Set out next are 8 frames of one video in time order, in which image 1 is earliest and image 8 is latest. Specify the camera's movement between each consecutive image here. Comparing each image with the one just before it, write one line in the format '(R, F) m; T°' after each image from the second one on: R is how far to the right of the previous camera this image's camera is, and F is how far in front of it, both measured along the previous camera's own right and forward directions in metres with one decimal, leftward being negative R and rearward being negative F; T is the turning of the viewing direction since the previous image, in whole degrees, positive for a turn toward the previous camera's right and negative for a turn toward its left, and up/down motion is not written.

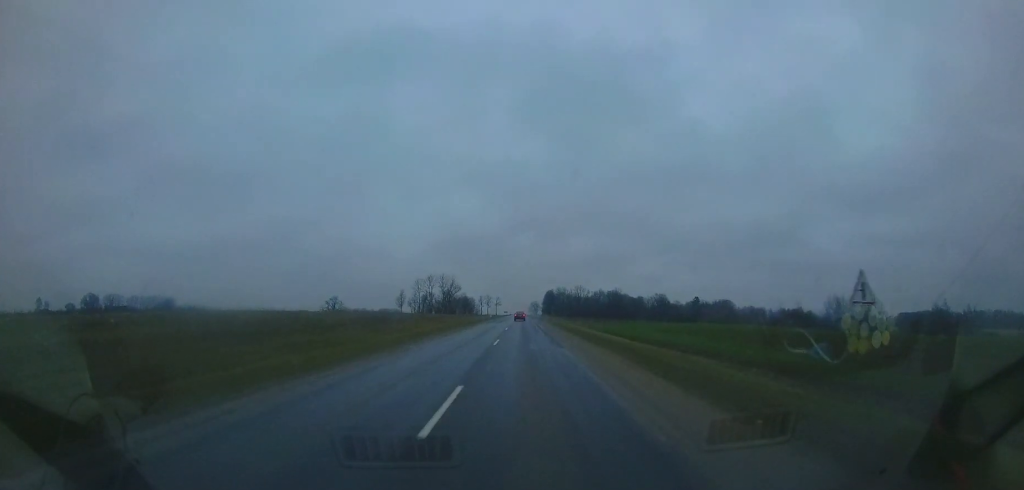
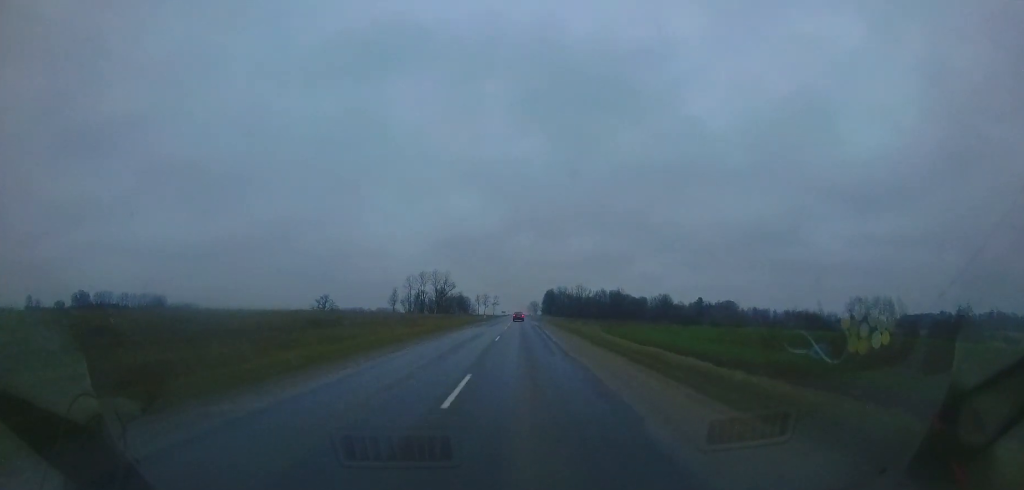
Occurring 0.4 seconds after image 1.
(0.0, +10.4) m; 0°
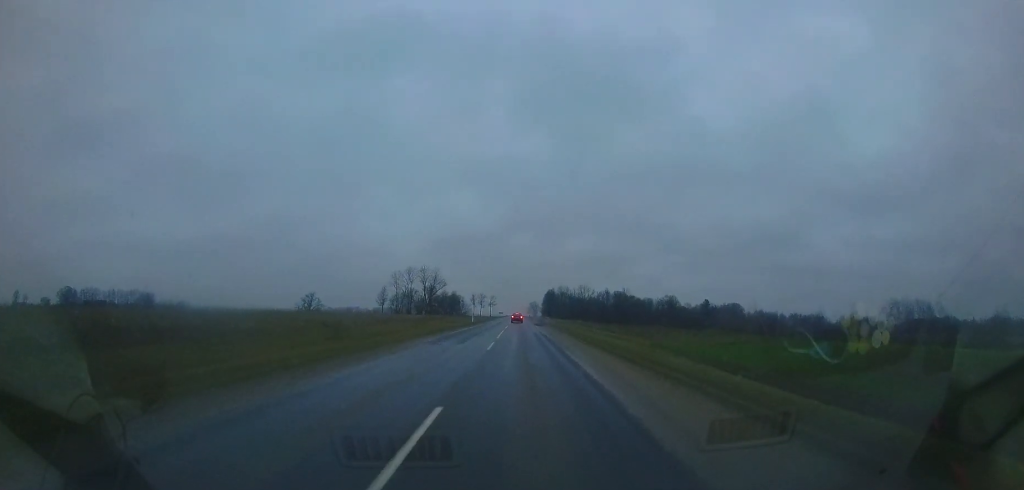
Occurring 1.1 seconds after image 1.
(+0.1, +15.1) m; 0°
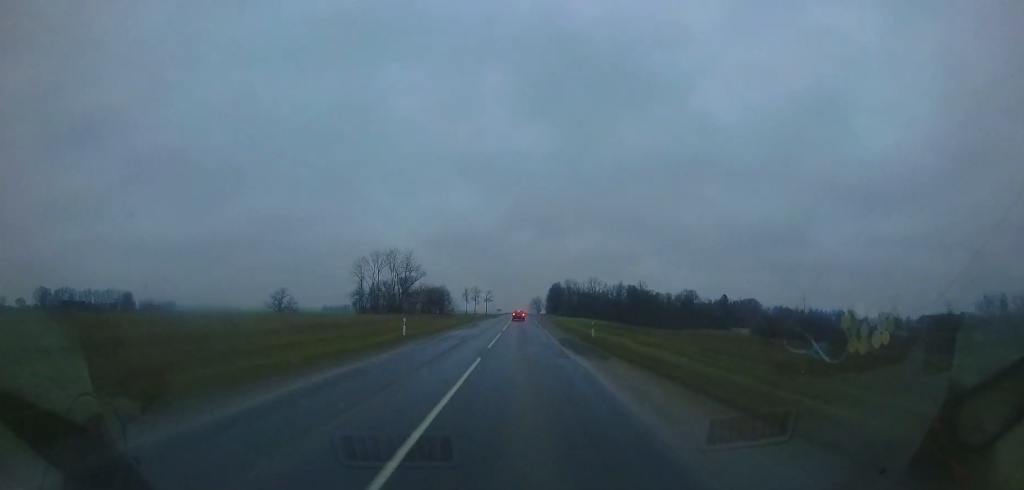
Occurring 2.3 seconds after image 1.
(+0.1, +29.9) m; 0°
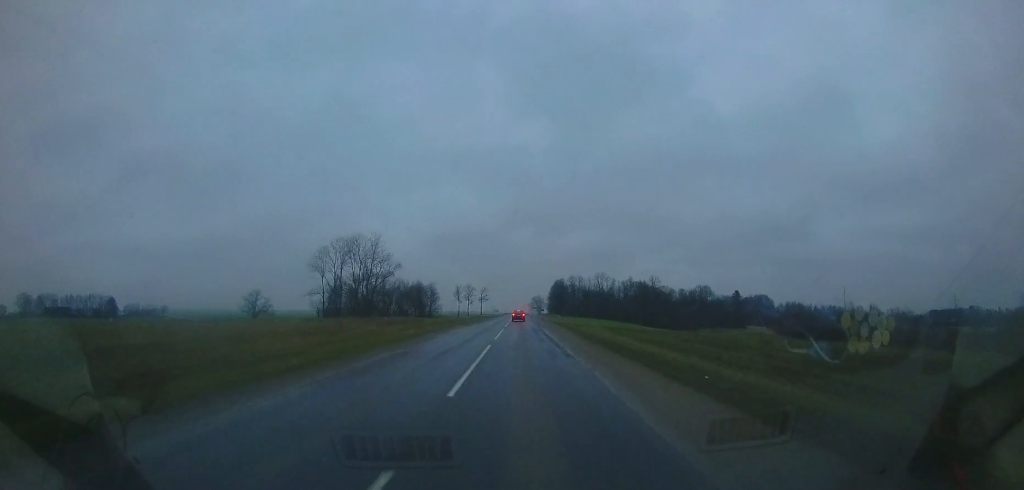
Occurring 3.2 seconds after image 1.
(0.0, +20.1) m; 0°
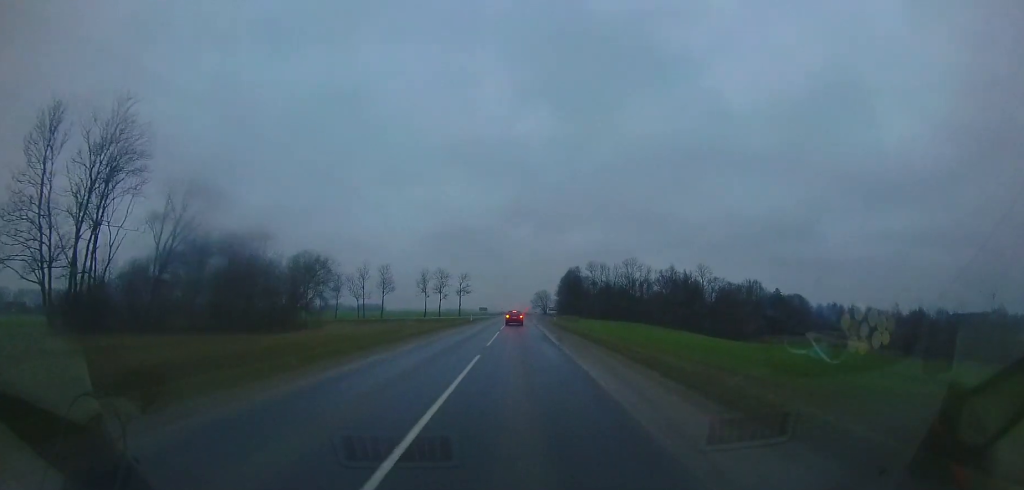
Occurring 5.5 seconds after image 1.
(0.0, +50.4) m; 0°
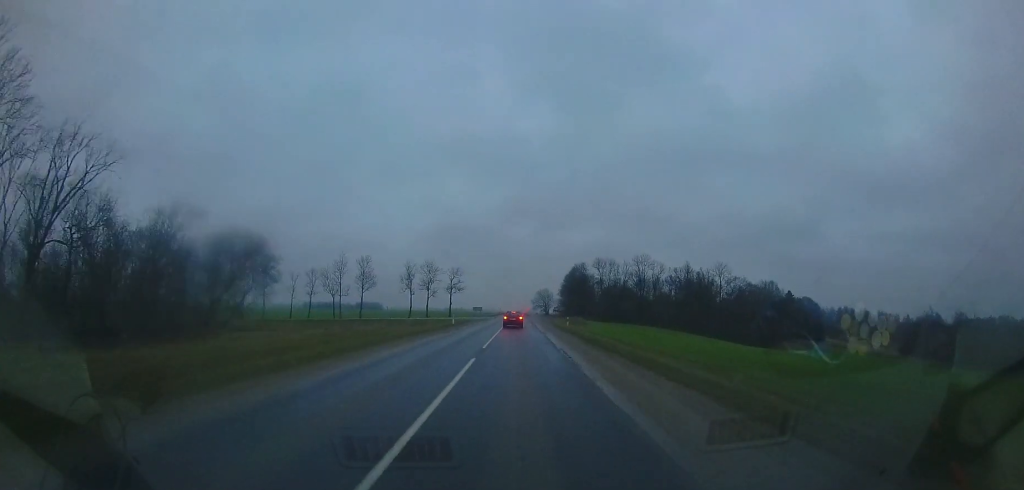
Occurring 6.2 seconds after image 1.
(-0.2, +12.4) m; 0°
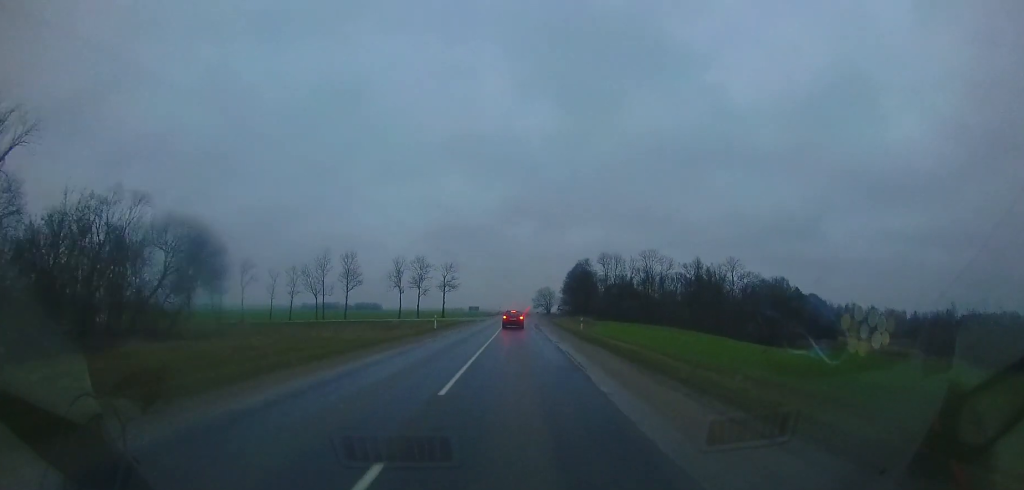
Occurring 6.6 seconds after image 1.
(0.0, +7.3) m; 0°
